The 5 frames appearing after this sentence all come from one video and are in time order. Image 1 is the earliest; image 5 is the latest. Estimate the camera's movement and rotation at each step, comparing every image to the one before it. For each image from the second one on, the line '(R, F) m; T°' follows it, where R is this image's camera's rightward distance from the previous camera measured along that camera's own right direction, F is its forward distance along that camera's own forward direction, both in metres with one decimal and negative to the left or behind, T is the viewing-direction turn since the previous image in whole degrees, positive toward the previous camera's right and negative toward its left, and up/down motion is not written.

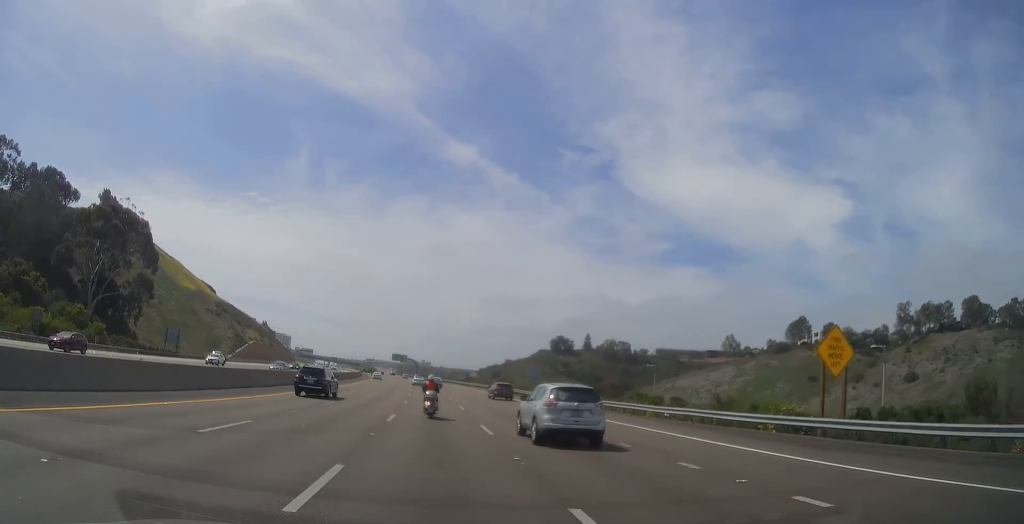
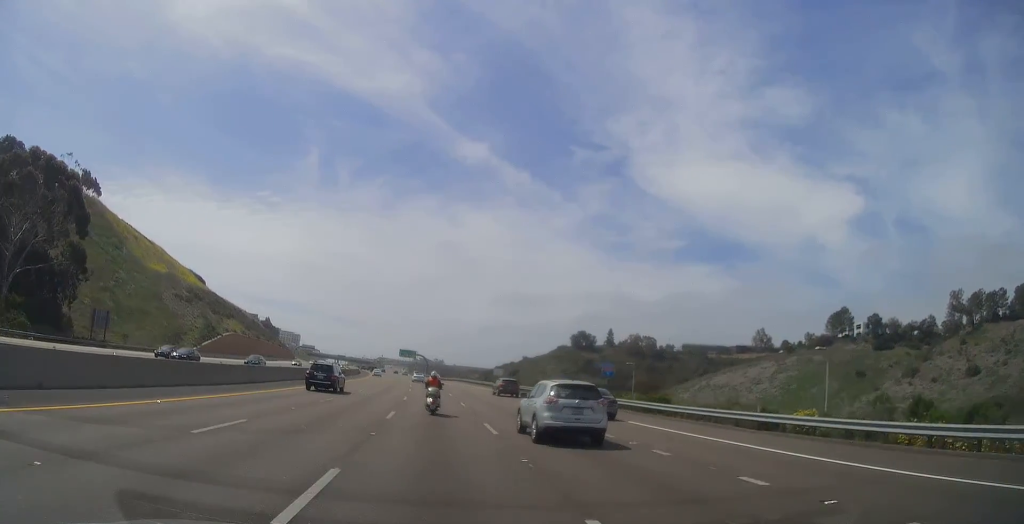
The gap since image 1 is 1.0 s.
(-0.2, +30.1) m; -1°
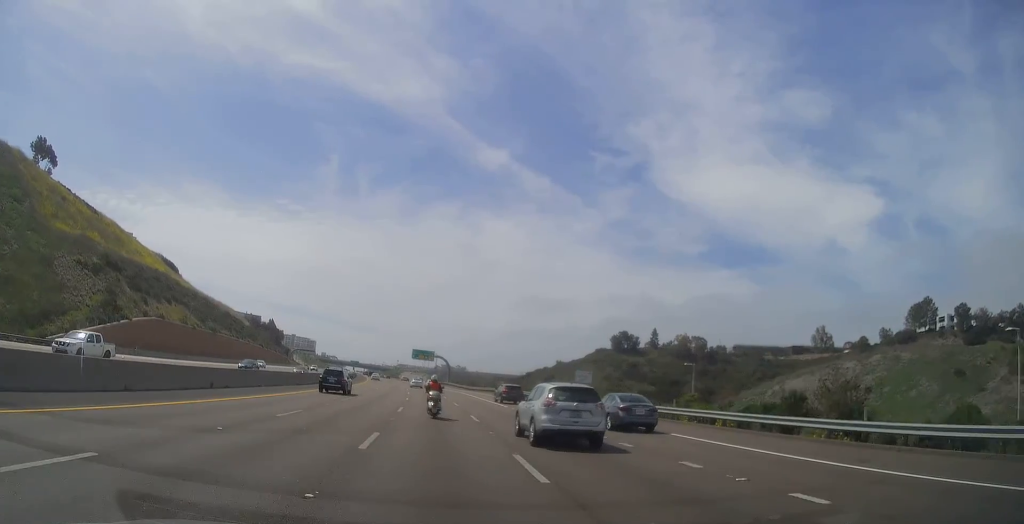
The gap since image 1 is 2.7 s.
(-0.9, +52.6) m; -1°
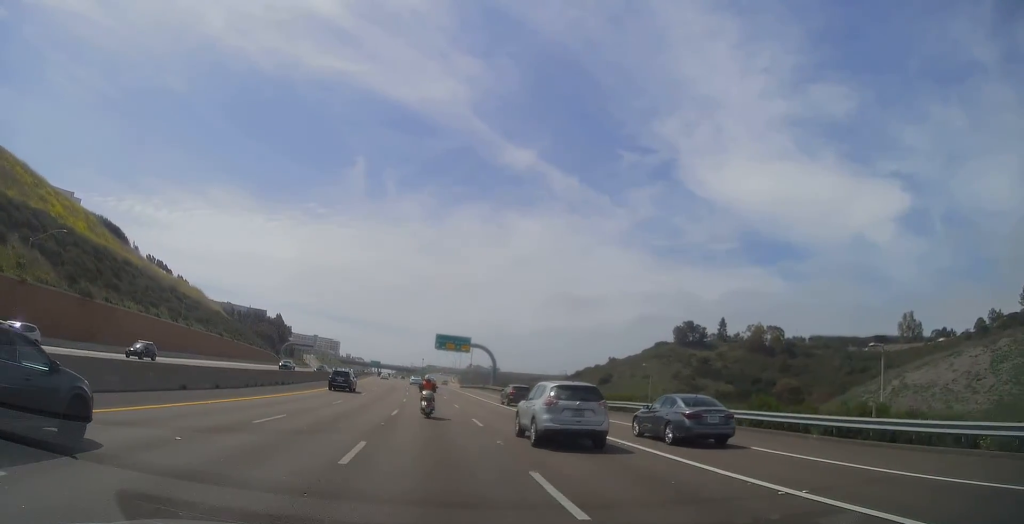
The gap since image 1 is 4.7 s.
(-1.6, +61.2) m; -3°
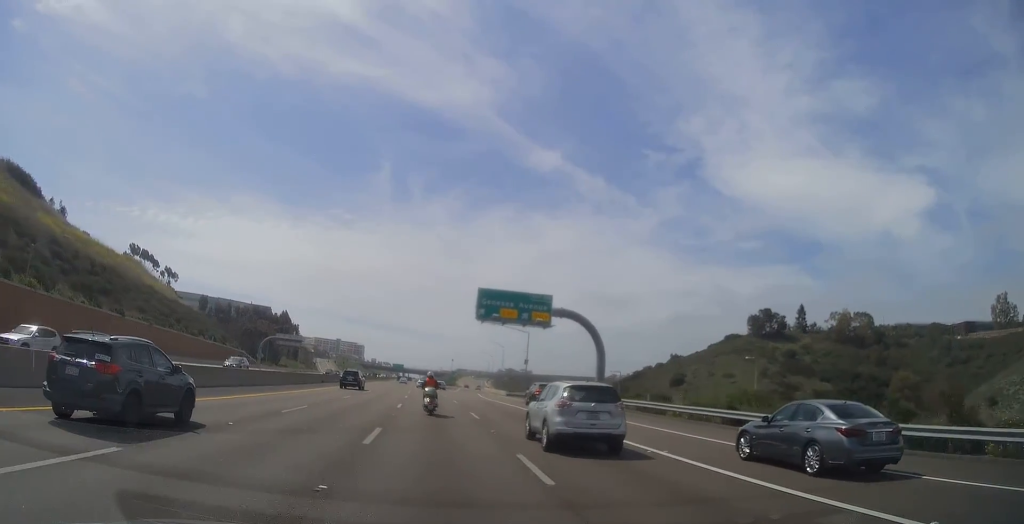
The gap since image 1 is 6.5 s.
(-1.3, +55.7) m; -3°
